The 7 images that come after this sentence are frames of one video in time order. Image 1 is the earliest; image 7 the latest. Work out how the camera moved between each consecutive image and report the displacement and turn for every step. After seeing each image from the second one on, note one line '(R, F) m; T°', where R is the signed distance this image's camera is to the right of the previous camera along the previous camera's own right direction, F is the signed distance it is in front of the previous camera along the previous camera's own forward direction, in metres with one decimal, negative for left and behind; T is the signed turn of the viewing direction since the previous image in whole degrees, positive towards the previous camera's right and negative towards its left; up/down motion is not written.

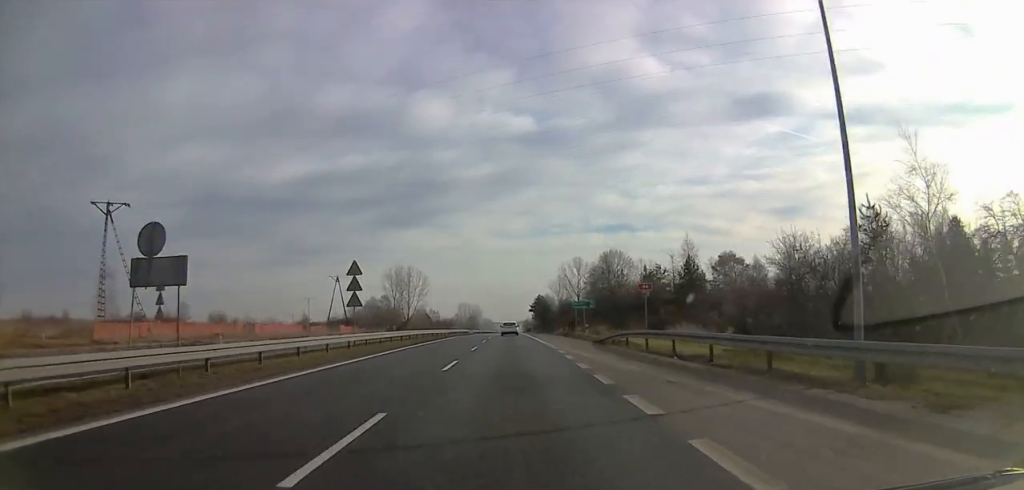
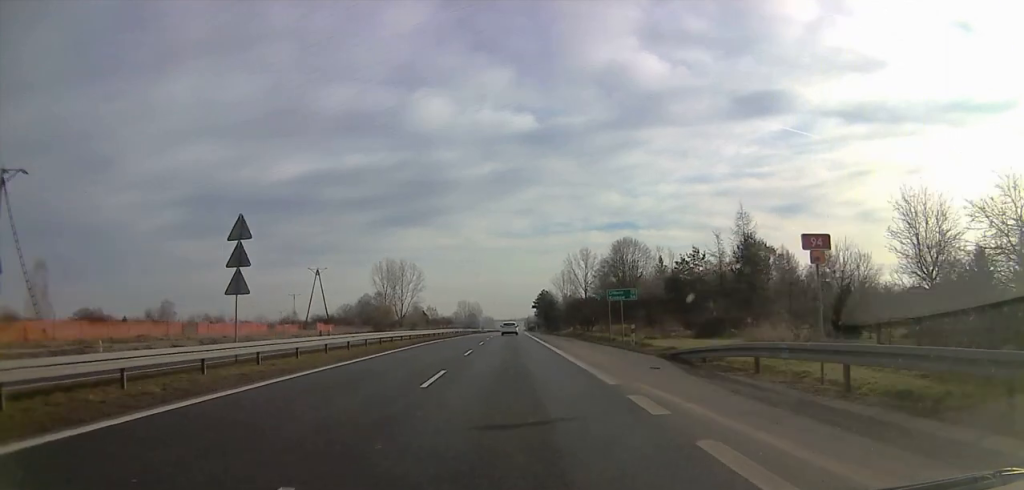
(0.0, +17.0) m; 0°
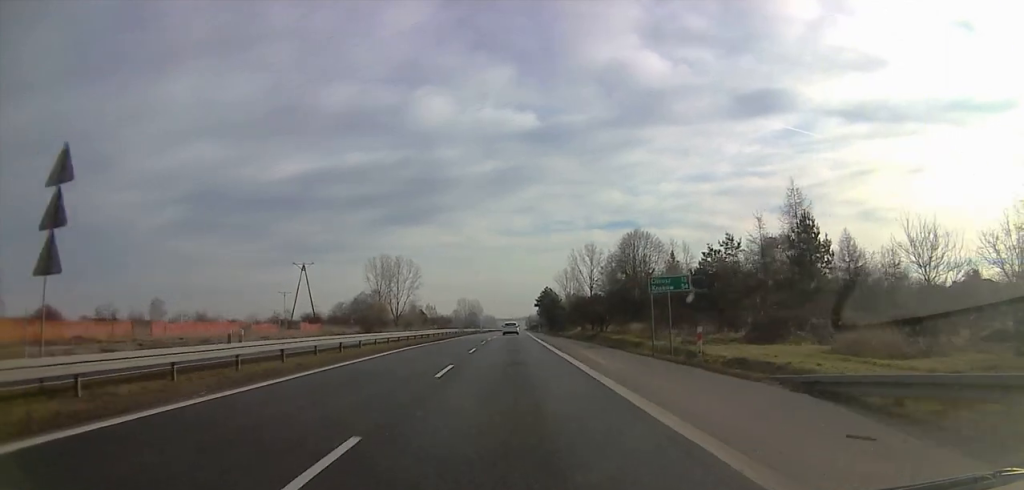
(0.0, +10.6) m; 0°
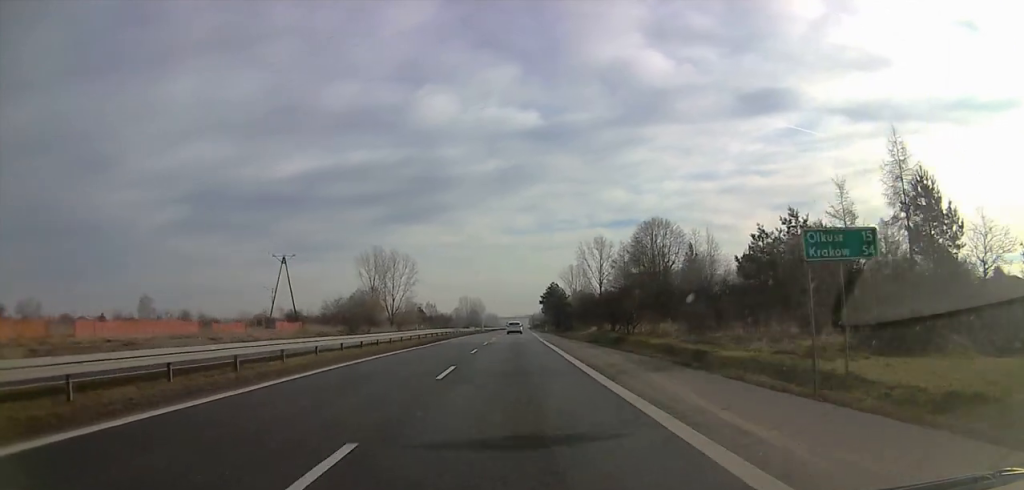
(0.0, +12.8) m; 0°
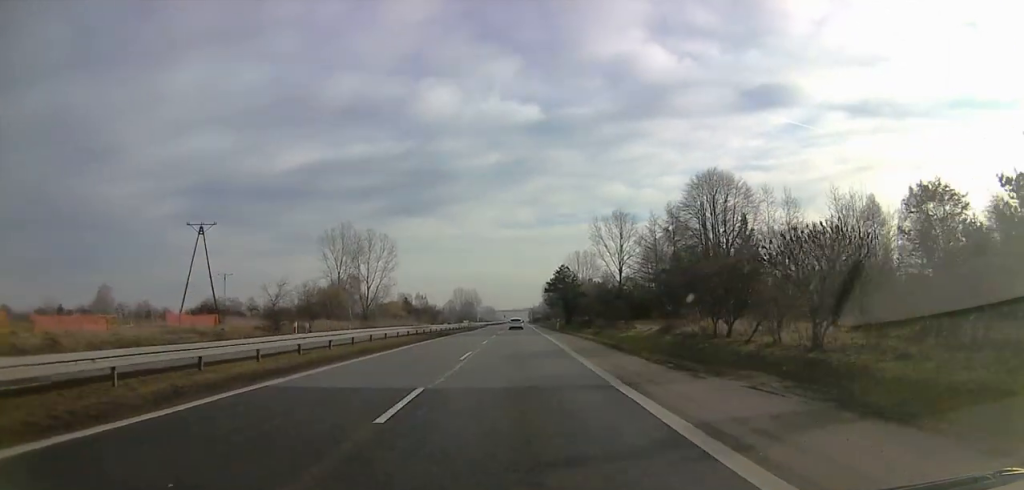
(0.0, +30.2) m; 0°
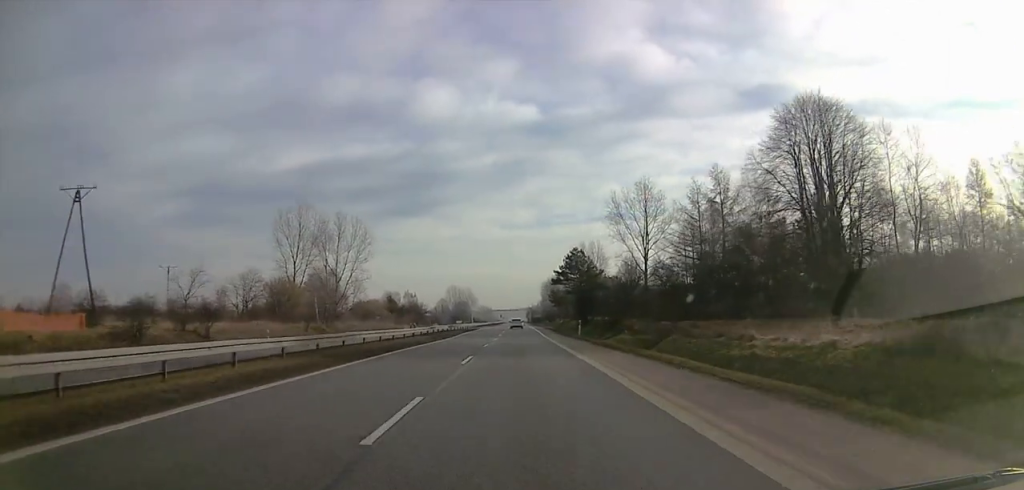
(-0.1, +25.7) m; 0°
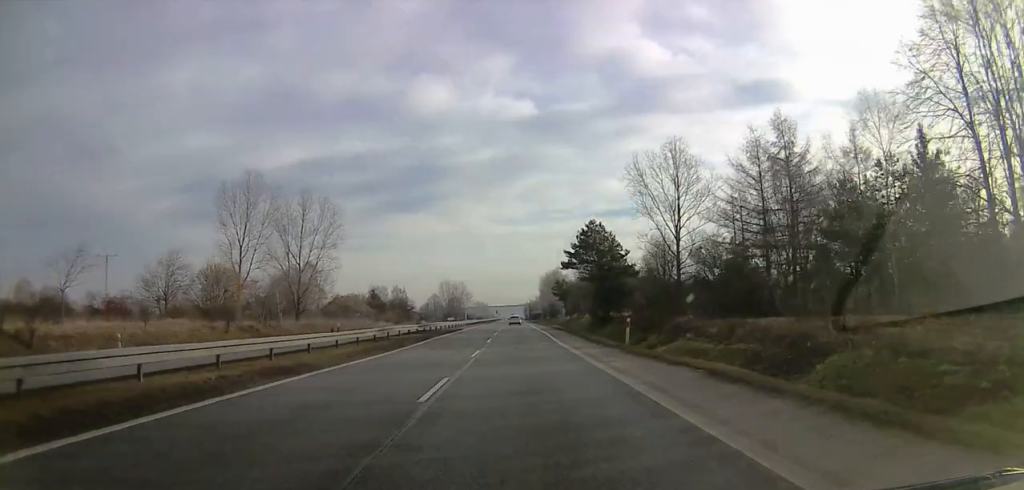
(0.0, +18.3) m; 0°
